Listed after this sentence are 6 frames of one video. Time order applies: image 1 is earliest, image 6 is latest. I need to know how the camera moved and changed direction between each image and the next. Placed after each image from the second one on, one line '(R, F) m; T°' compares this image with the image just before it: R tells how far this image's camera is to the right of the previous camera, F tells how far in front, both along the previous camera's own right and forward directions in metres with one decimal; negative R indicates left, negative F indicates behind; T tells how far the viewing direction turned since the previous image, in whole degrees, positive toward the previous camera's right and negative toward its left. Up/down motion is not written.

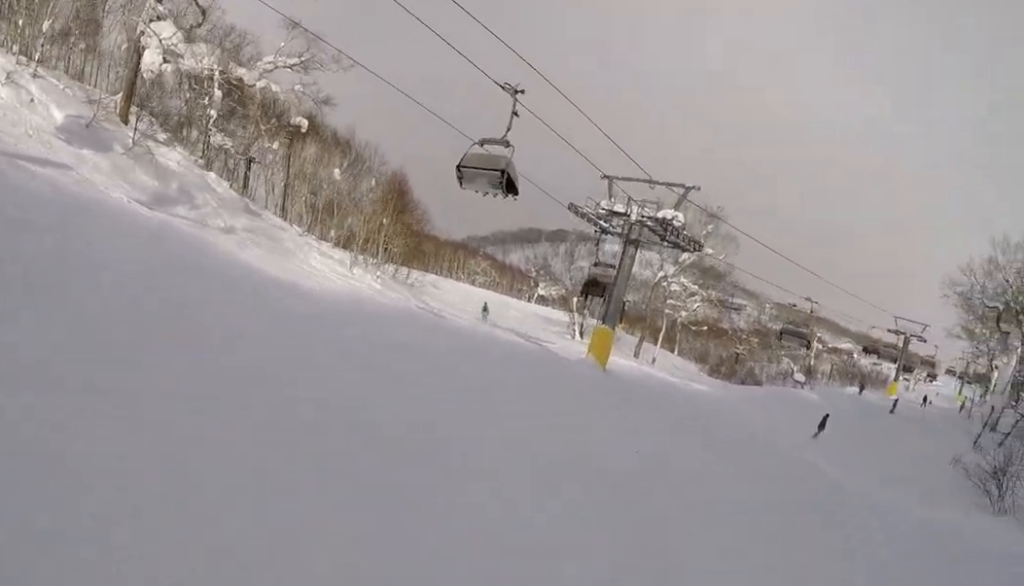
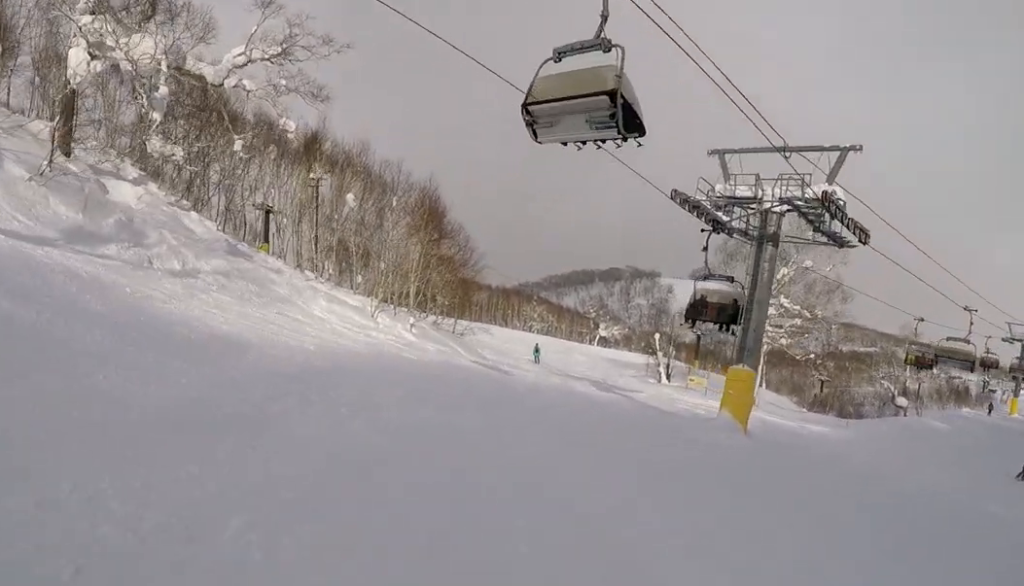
(-0.7, +10.3) m; +2°
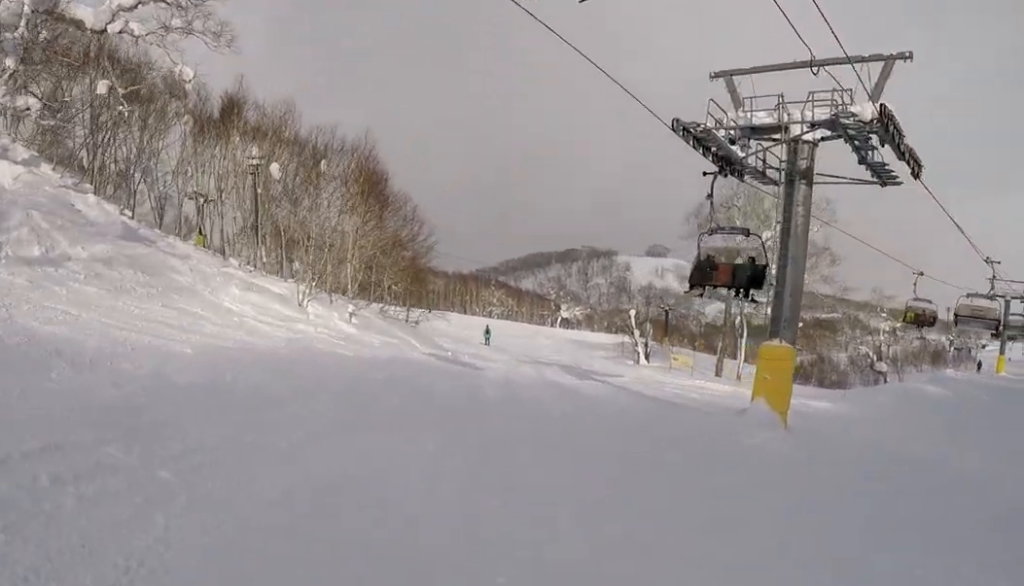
(+0.3, +5.3) m; 0°
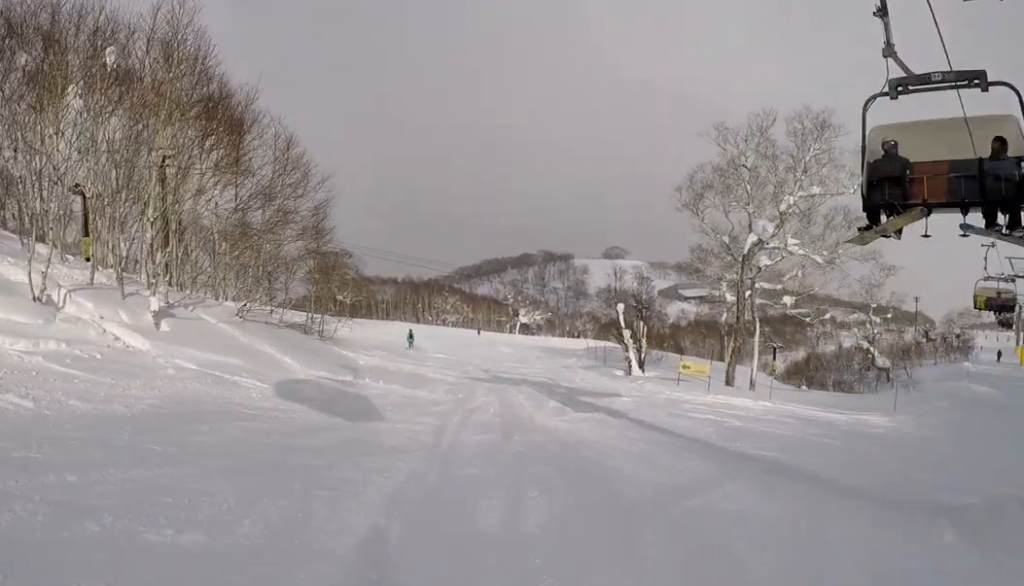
(-0.7, +10.8) m; -9°
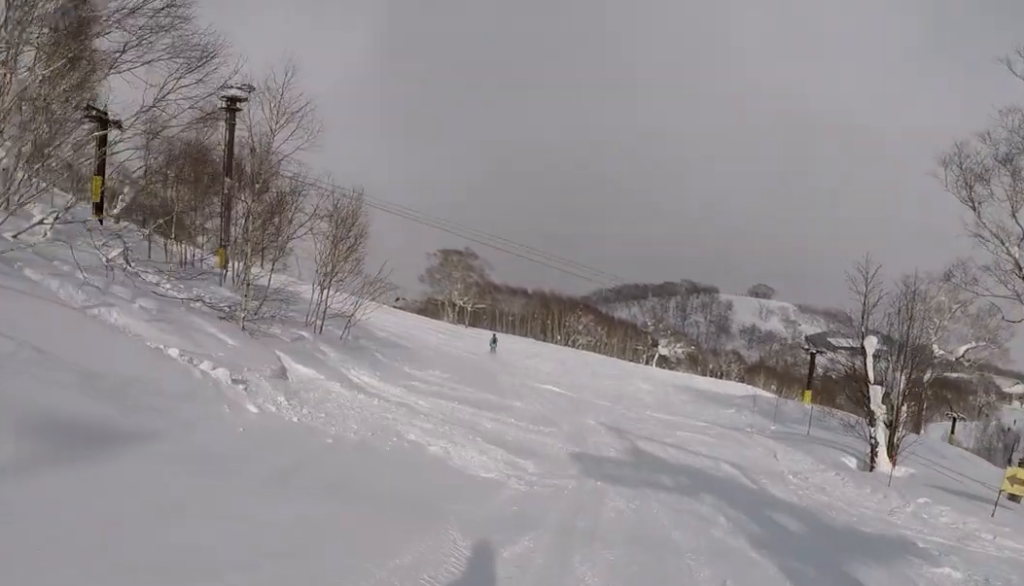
(+0.3, +16.6) m; +7°
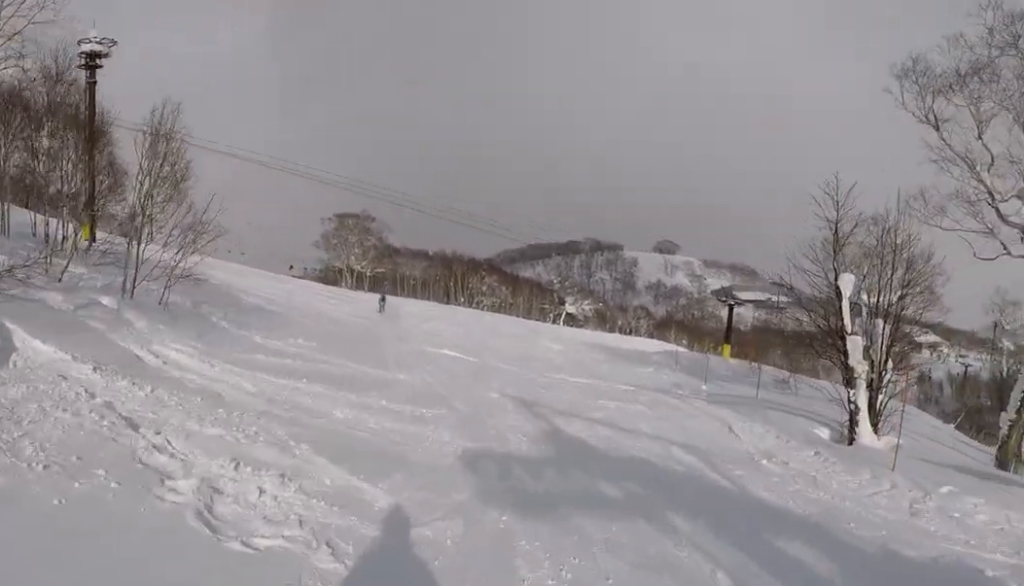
(0.0, +4.6) m; +1°
